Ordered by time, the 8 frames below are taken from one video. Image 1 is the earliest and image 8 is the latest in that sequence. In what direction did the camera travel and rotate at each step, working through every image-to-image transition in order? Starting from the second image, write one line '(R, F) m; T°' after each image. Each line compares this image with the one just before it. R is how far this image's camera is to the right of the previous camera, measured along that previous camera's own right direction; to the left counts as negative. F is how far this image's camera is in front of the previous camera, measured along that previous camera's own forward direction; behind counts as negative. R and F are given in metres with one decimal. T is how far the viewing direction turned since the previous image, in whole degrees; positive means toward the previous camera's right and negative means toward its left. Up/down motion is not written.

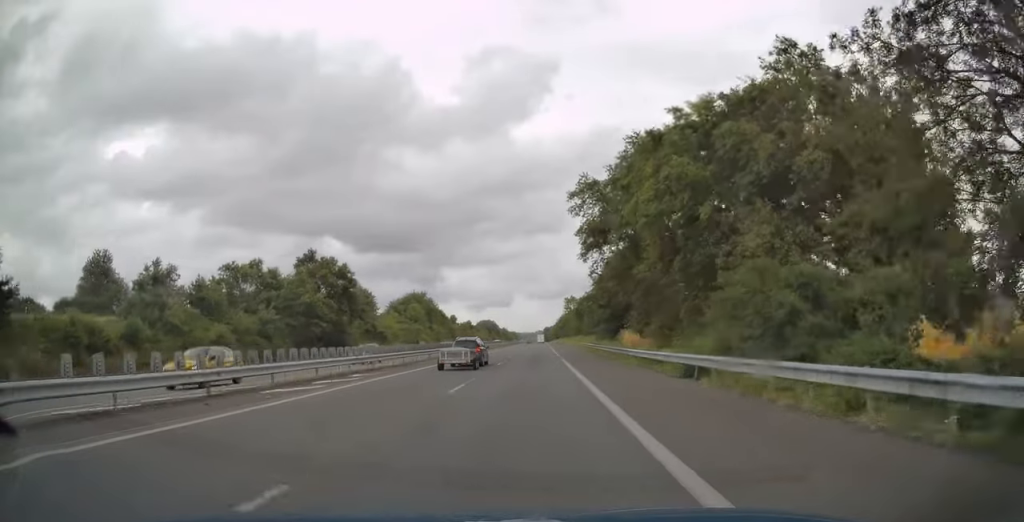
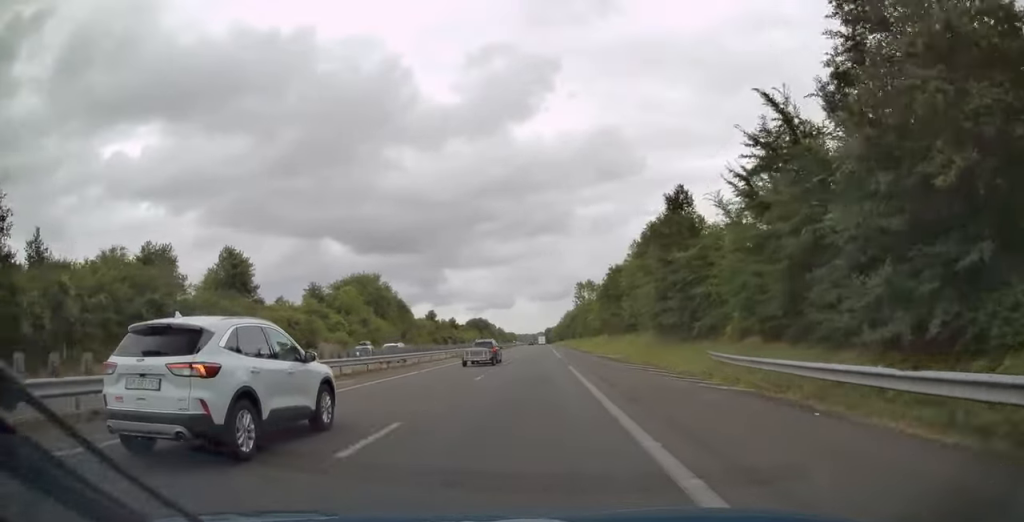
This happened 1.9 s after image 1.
(-0.1, +61.1) m; 0°
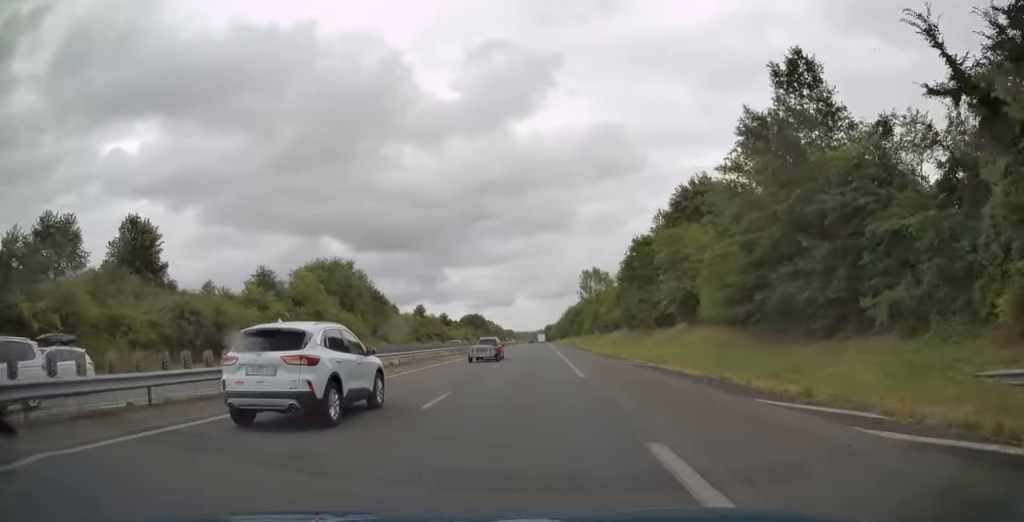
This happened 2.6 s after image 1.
(0.0, +21.4) m; 0°
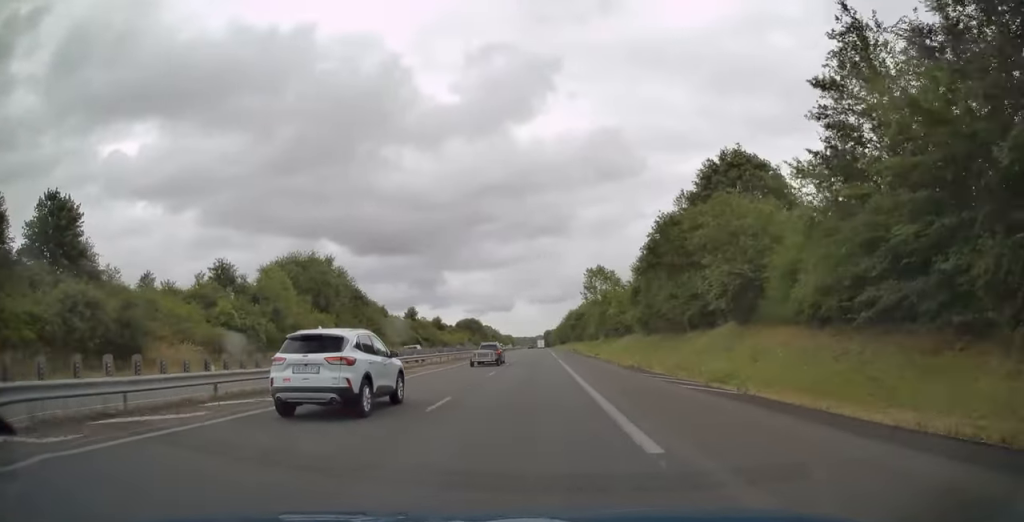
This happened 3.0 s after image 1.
(0.0, +12.9) m; 0°
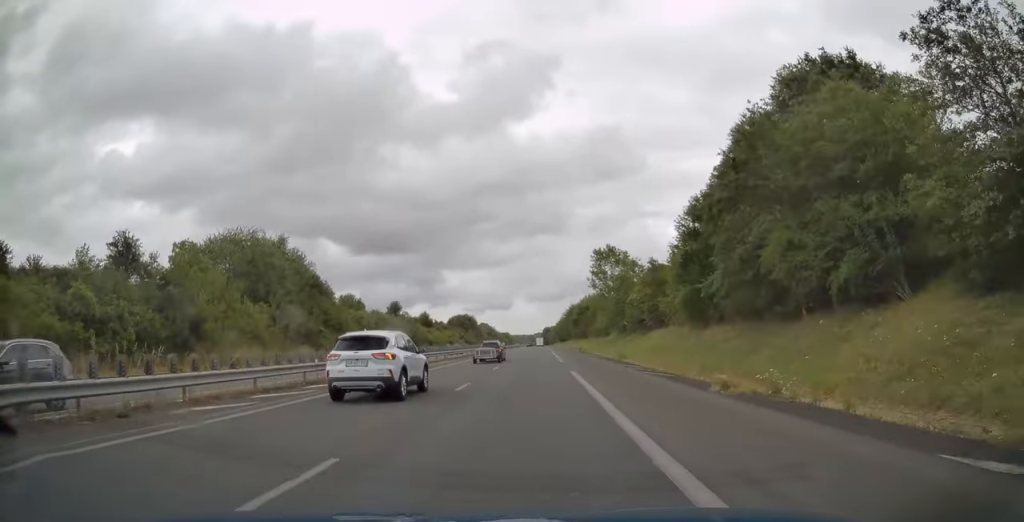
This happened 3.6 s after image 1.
(0.0, +21.4) m; 0°
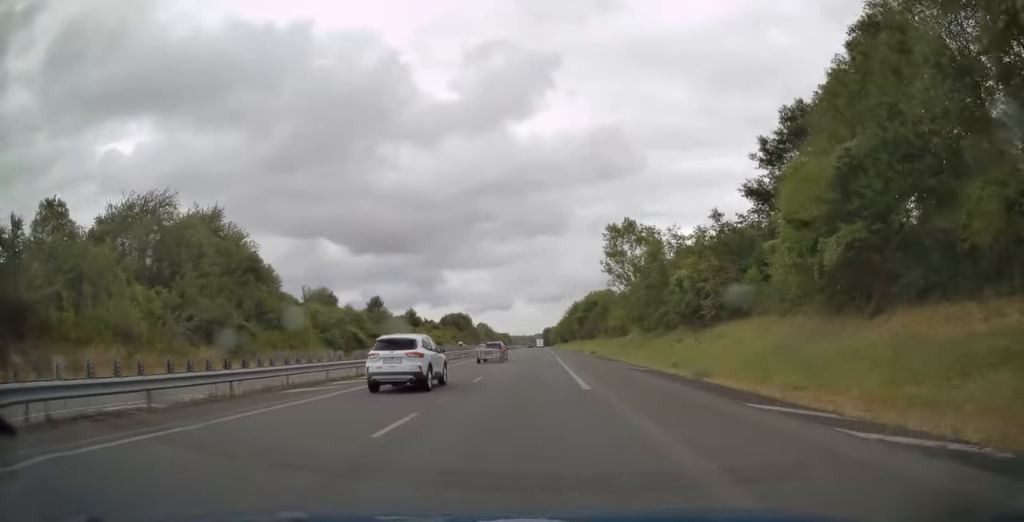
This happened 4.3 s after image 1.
(0.0, +21.4) m; 0°
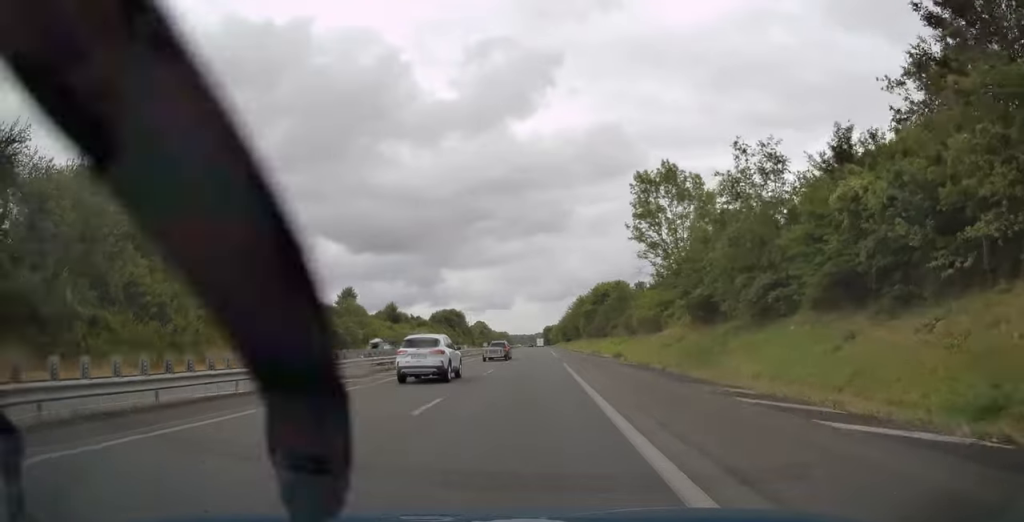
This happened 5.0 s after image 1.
(-0.2, +23.6) m; 0°
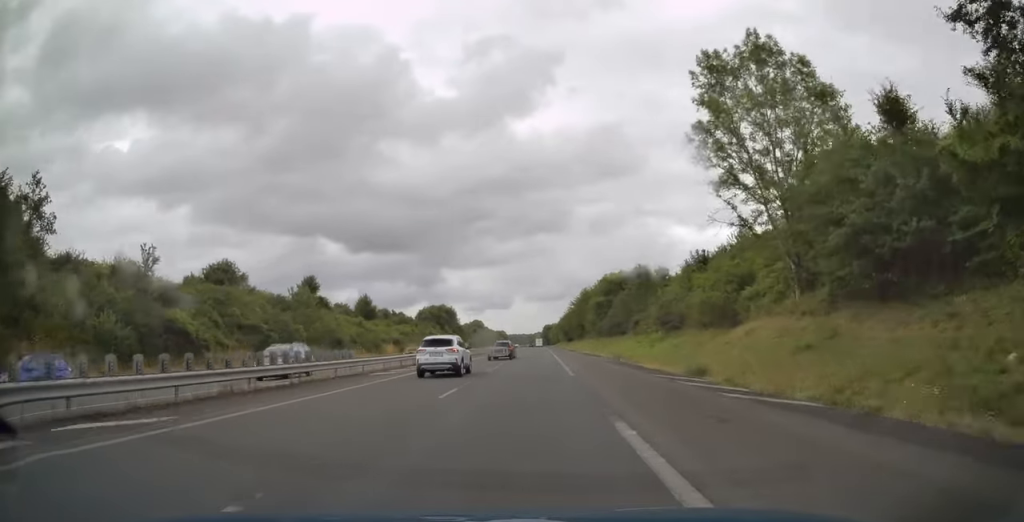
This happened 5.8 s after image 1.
(-0.1, +23.1) m; 0°
